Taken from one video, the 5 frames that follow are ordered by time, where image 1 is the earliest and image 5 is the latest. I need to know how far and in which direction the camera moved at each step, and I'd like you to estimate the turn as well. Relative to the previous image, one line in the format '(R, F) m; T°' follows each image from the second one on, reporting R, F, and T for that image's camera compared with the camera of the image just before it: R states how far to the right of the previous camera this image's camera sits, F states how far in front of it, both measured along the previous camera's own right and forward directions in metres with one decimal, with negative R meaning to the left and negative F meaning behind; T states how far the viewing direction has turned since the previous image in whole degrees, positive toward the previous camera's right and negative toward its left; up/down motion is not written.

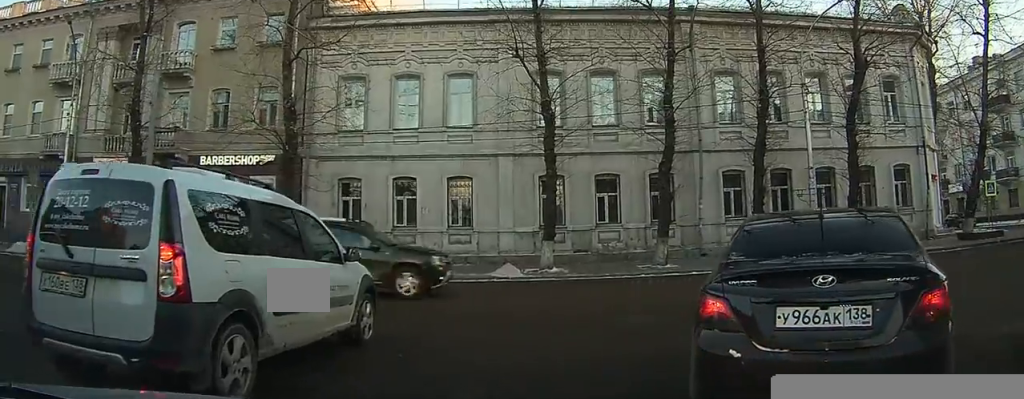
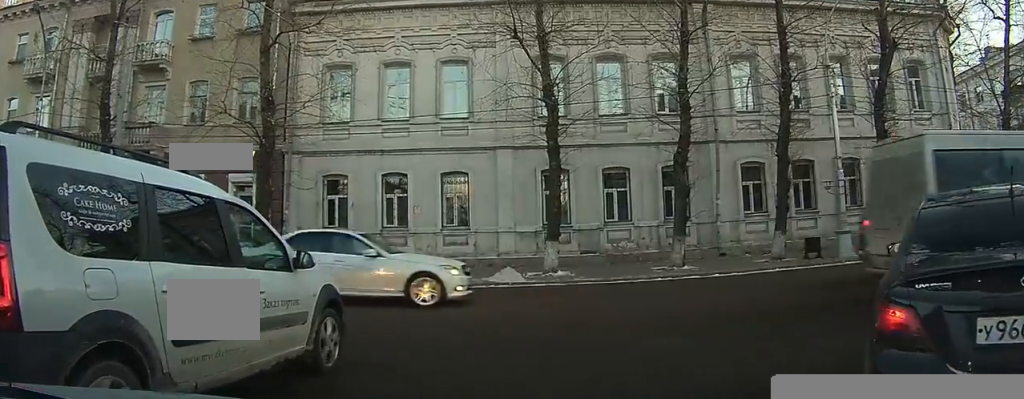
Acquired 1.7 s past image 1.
(-0.3, +2.6) m; -9°
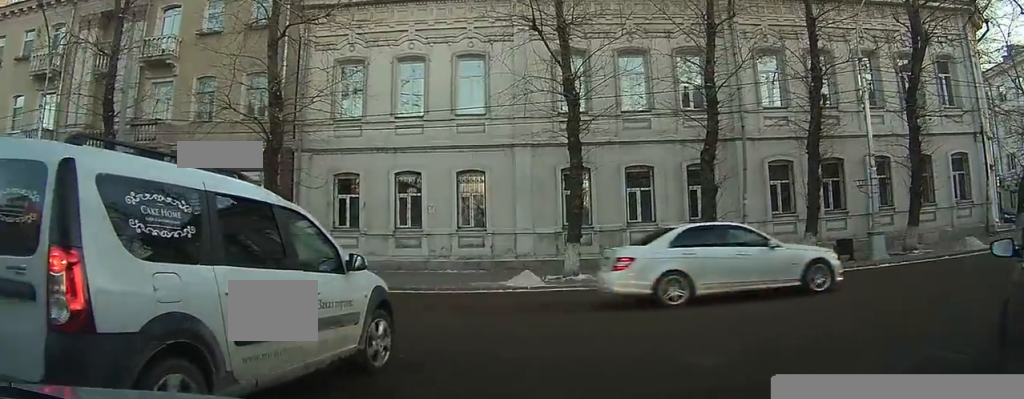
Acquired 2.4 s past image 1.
(0.0, +1.1) m; -2°
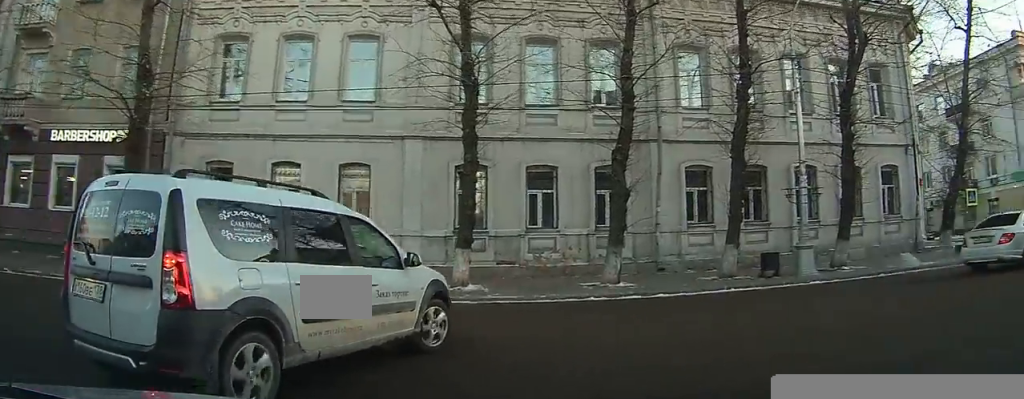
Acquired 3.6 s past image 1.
(0.0, +1.9) m; +6°
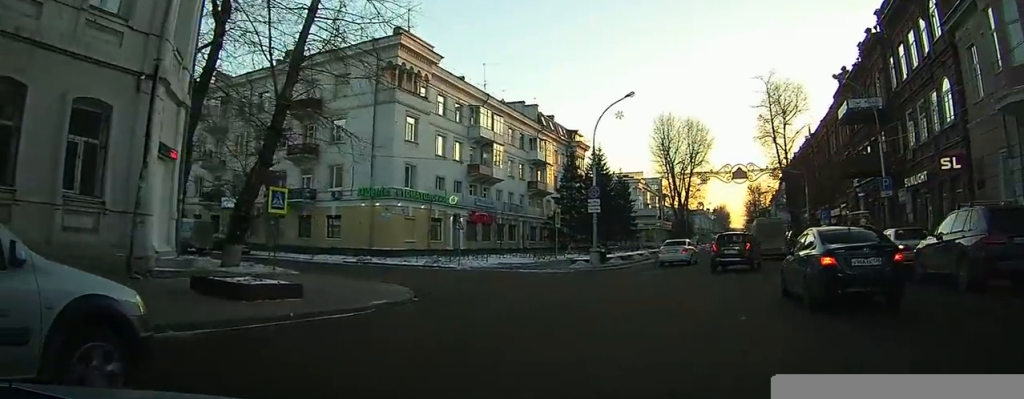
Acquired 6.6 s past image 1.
(+1.5, +6.1) m; +32°
